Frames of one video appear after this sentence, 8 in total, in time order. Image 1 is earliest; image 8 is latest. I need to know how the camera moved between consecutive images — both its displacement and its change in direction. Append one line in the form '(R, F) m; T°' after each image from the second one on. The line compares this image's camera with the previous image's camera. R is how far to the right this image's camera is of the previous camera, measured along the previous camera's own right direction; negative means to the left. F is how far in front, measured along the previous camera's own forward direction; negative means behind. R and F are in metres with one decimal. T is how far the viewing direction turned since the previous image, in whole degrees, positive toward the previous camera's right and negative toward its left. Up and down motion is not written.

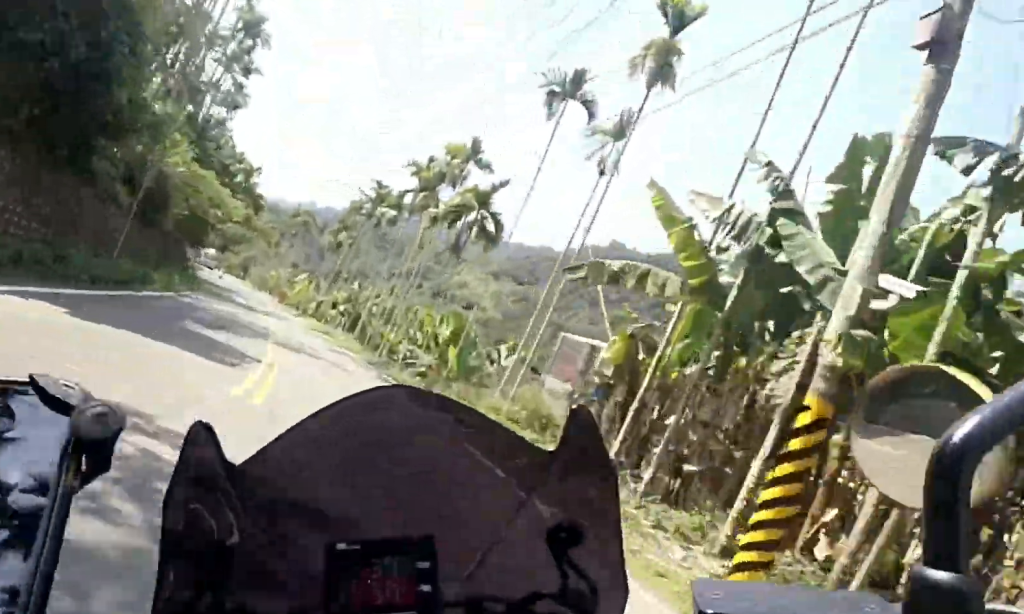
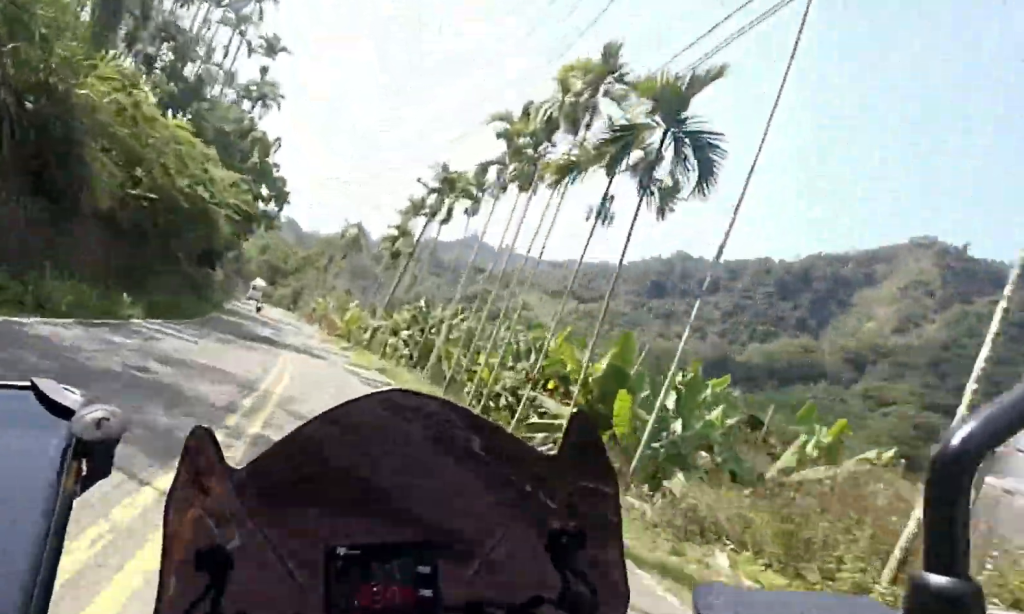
(-1.0, +10.6) m; -4°
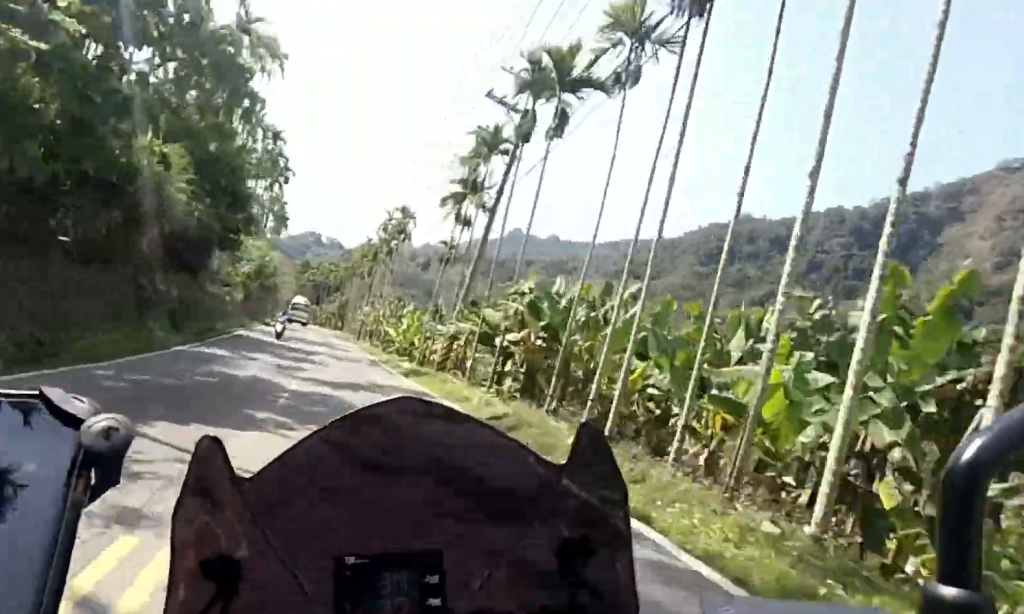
(-0.5, +12.0) m; -3°
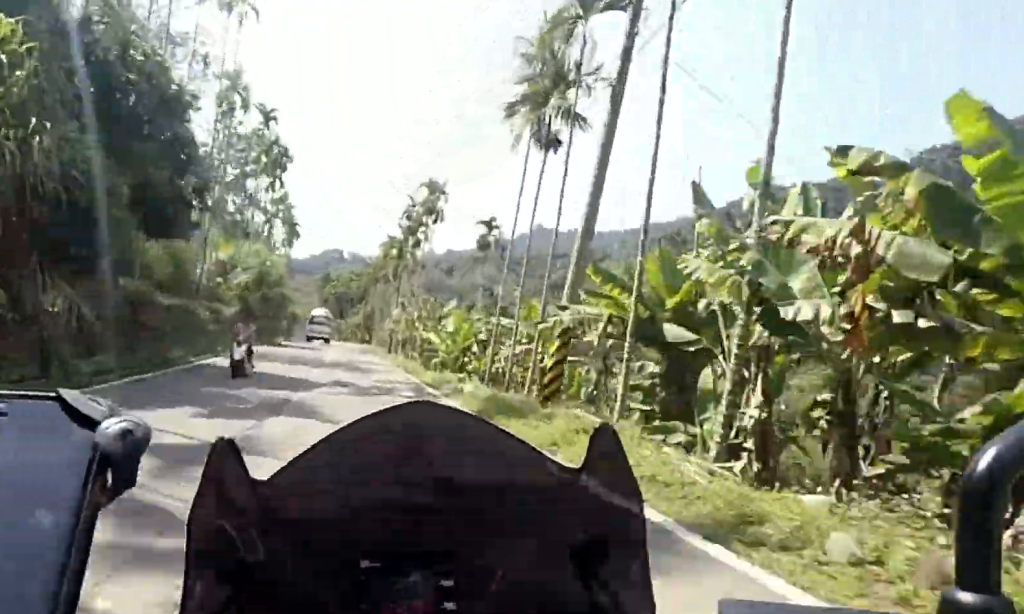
(-0.1, +9.8) m; -1°
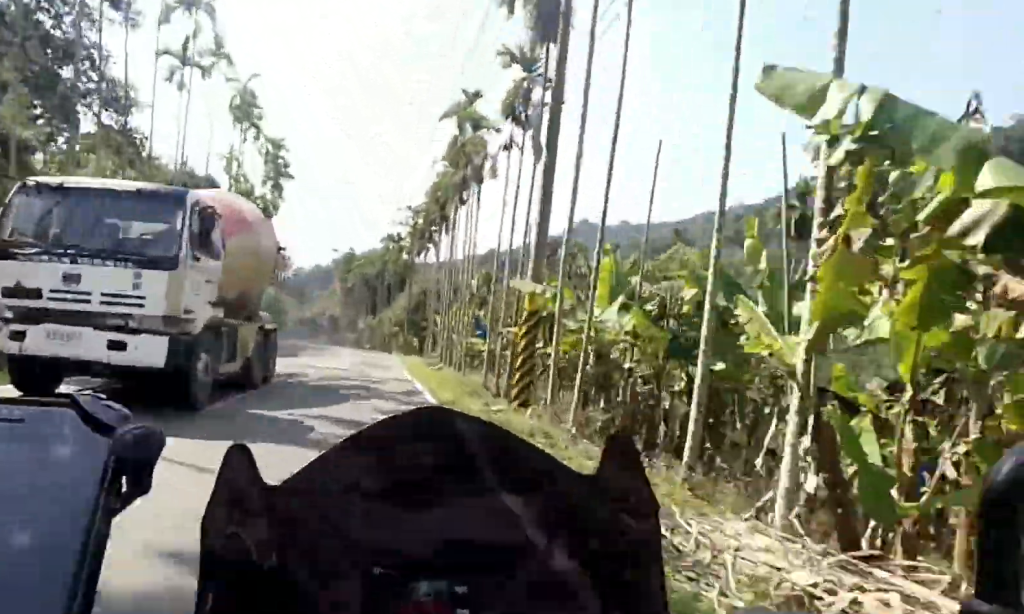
(-1.5, +37.0) m; -5°
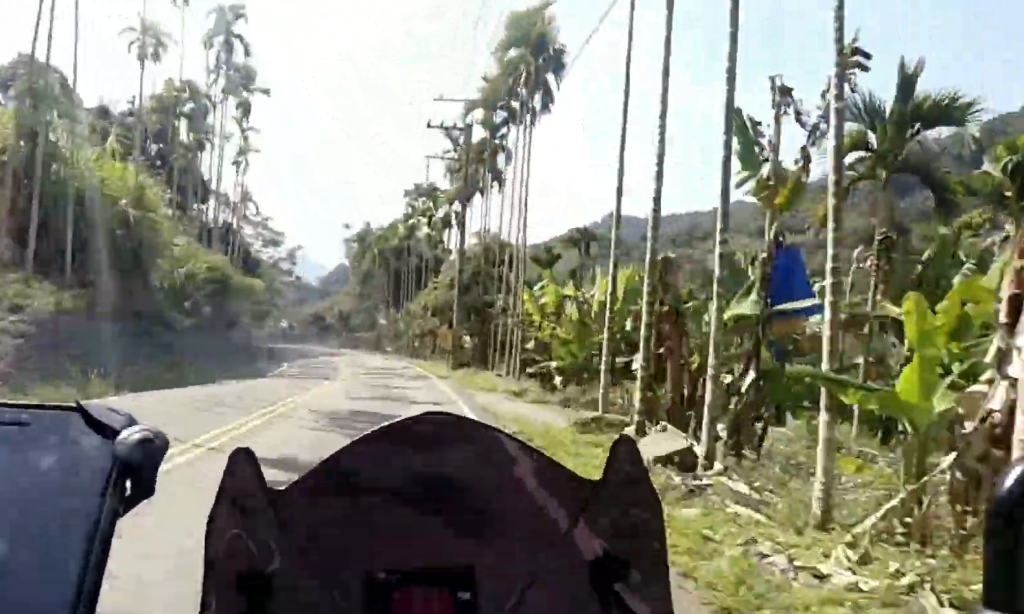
(-0.5, +19.9) m; -3°
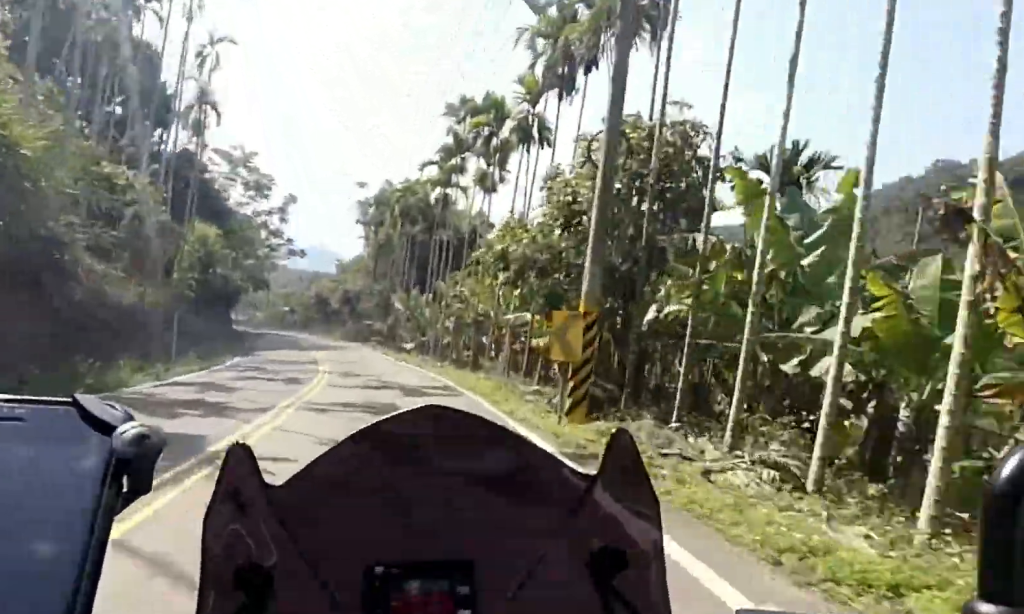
(+0.3, +14.8) m; -3°
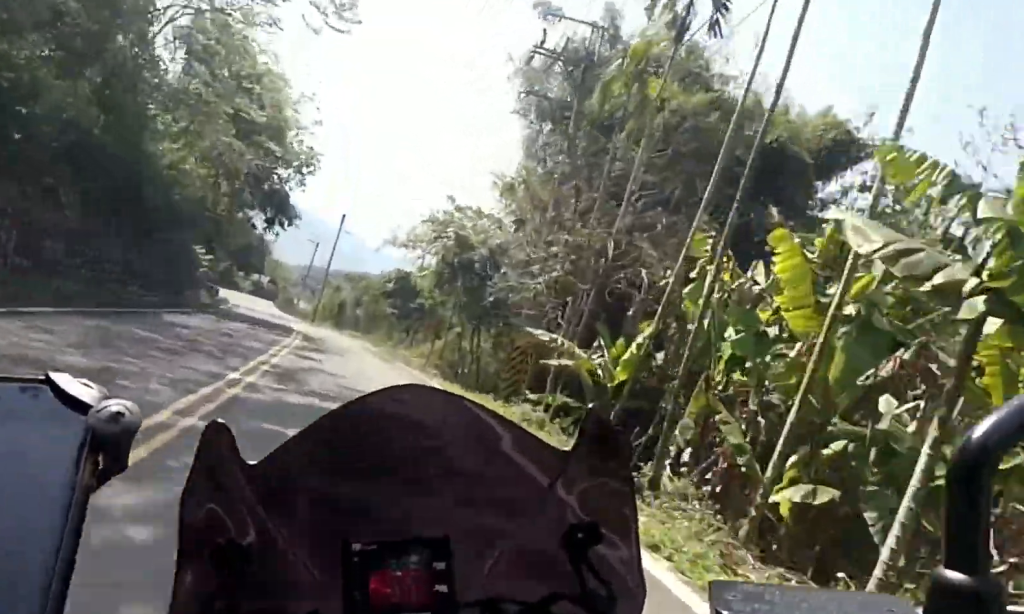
(-3.7, +32.2) m; -10°
